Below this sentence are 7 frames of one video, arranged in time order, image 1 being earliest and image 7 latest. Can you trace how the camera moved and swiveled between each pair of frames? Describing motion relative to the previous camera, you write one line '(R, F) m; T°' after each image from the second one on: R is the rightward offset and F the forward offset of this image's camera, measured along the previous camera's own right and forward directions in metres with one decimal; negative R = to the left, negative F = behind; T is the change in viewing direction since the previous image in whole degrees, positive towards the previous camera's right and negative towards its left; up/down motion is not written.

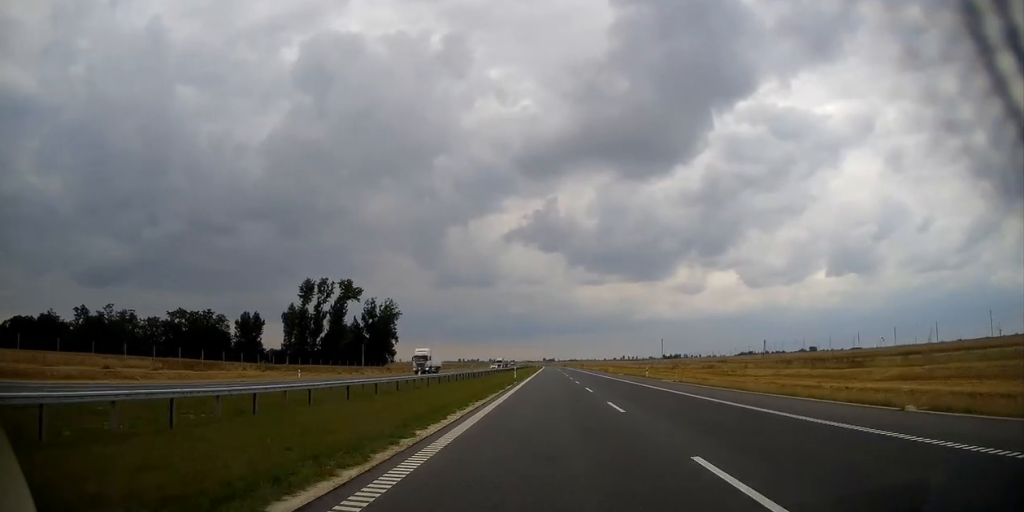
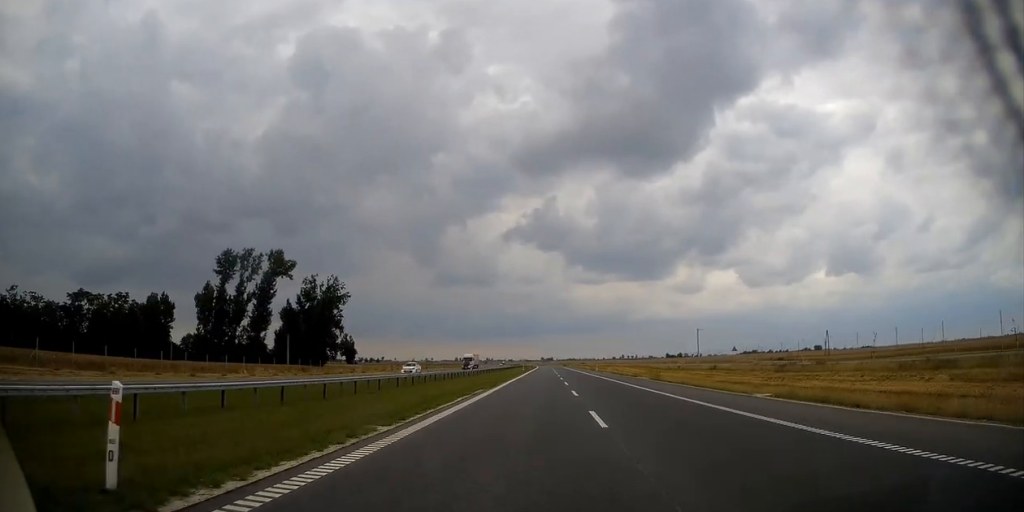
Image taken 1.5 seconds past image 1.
(+0.2, +52.3) m; 0°
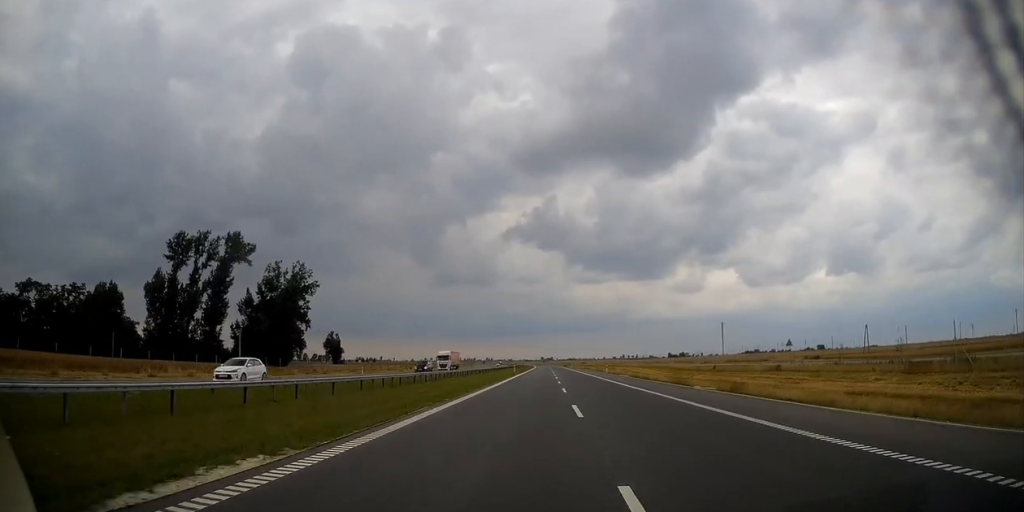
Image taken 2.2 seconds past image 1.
(0.0, +22.1) m; 0°
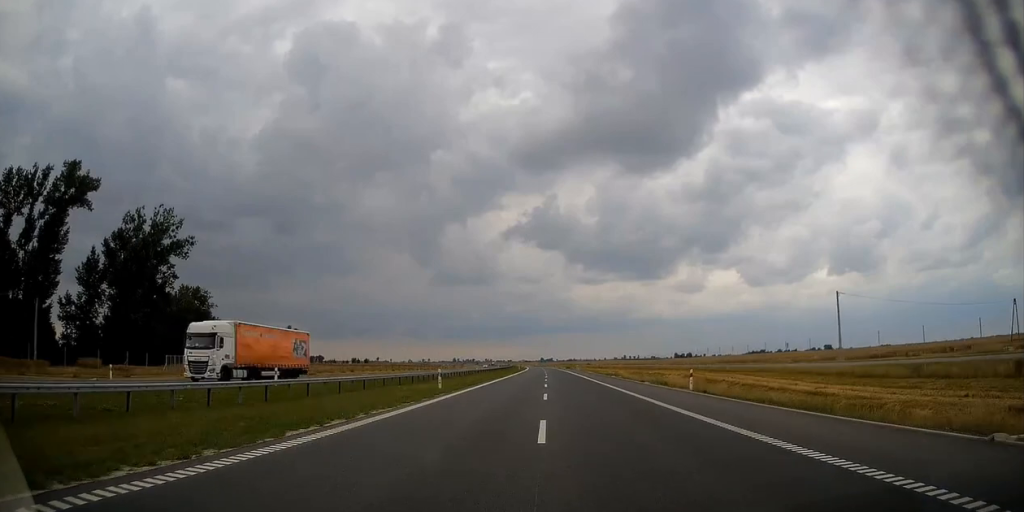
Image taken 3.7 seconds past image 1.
(+0.2, +53.0) m; 0°
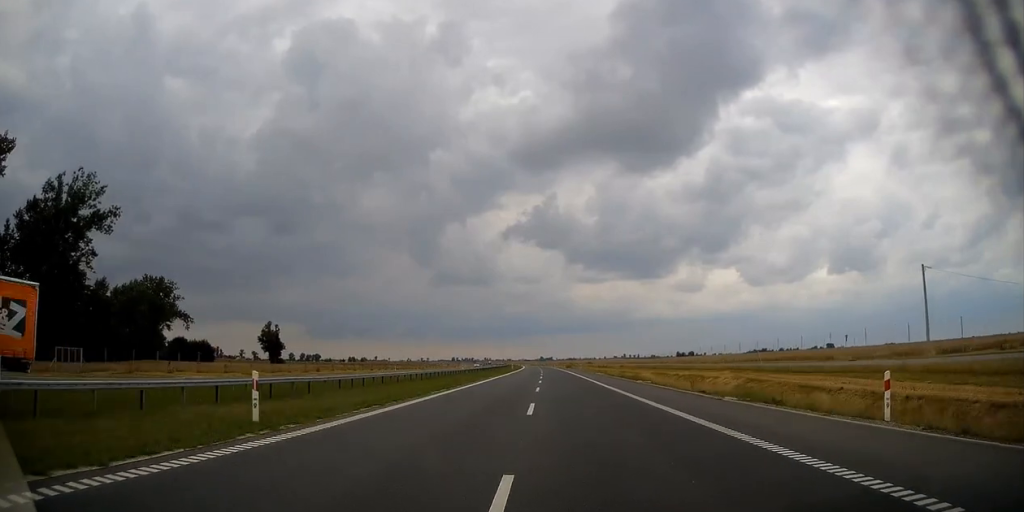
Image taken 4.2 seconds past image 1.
(-0.1, +19.1) m; 0°
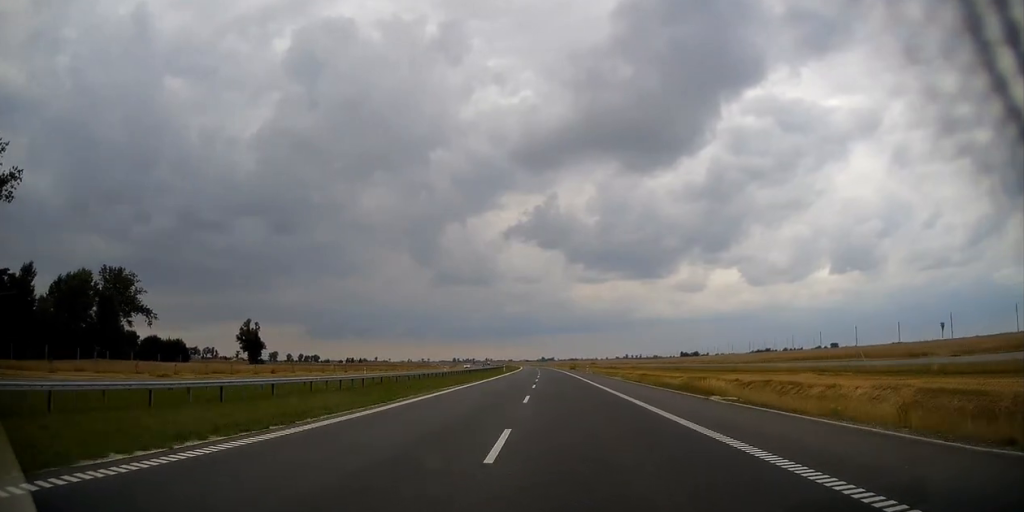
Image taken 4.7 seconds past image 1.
(0.0, +19.2) m; 0°
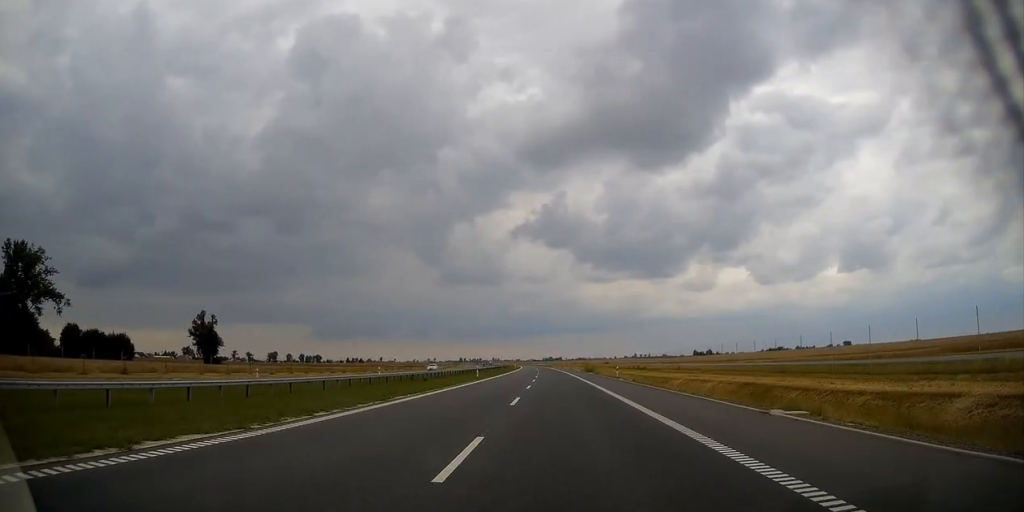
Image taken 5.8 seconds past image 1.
(0.0, +37.5) m; 0°
